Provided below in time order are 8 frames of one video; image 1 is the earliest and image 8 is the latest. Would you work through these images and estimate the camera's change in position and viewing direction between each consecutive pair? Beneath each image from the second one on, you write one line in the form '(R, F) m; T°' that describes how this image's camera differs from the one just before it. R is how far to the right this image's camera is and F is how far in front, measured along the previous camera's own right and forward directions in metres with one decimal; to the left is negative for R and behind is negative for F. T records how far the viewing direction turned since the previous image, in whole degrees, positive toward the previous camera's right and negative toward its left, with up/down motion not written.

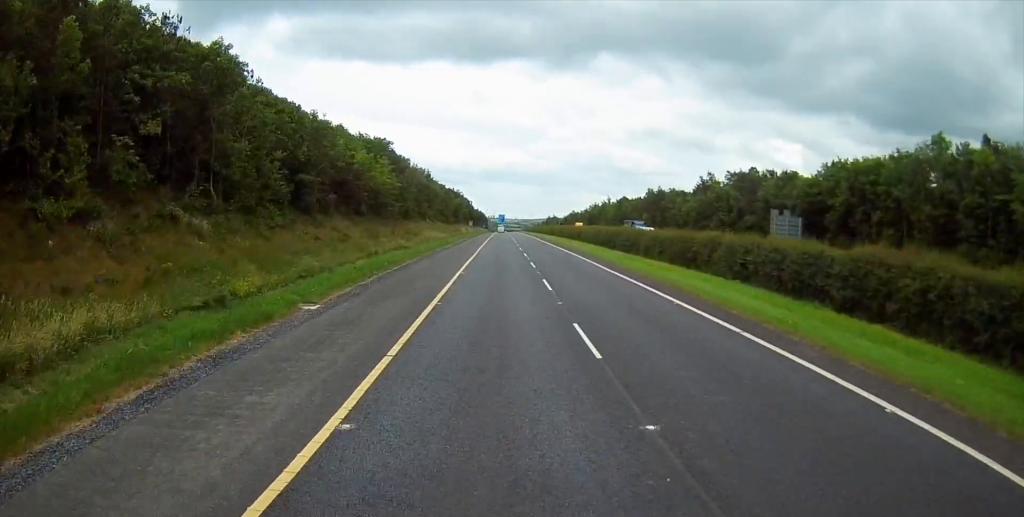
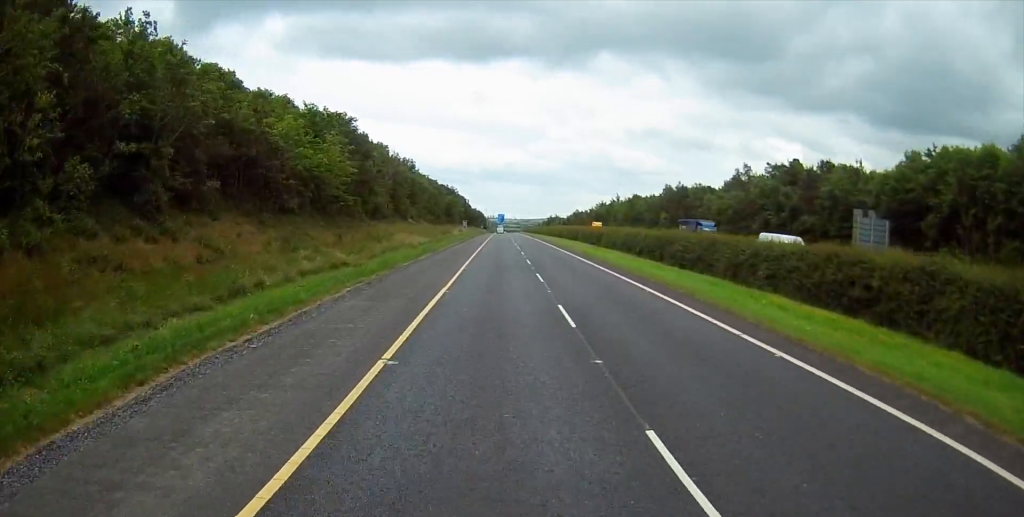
(+0.1, +20.0) m; 0°
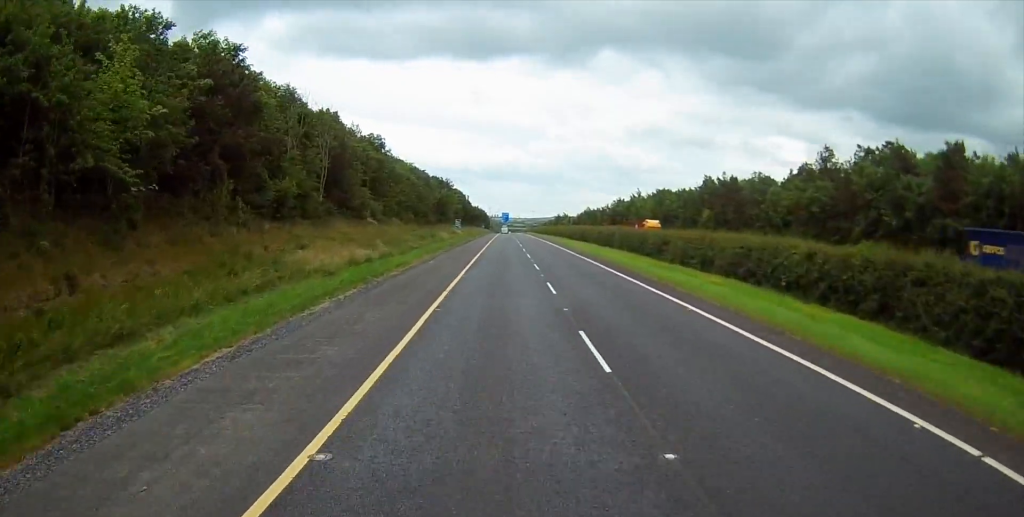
(0.0, +28.5) m; 0°
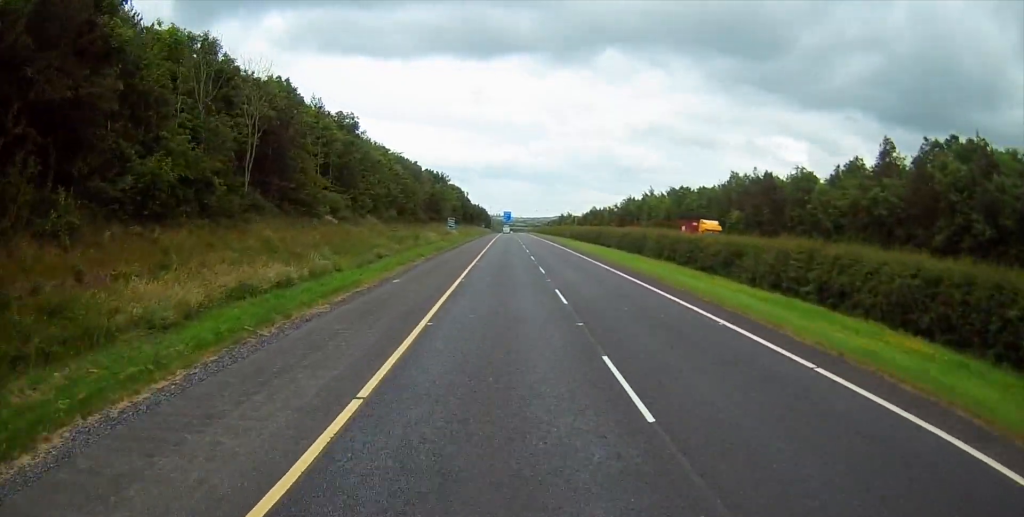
(-0.1, +14.7) m; 0°
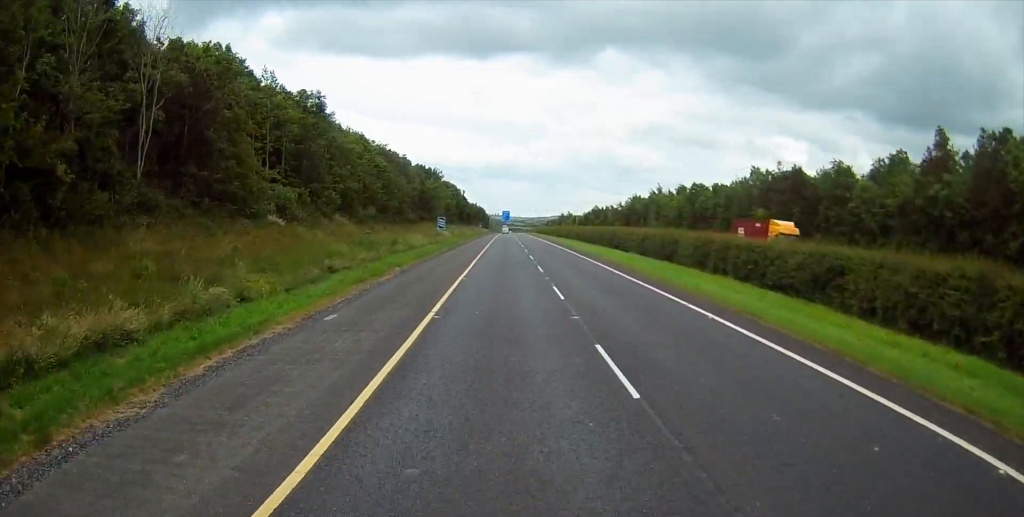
(-0.1, +10.8) m; 0°
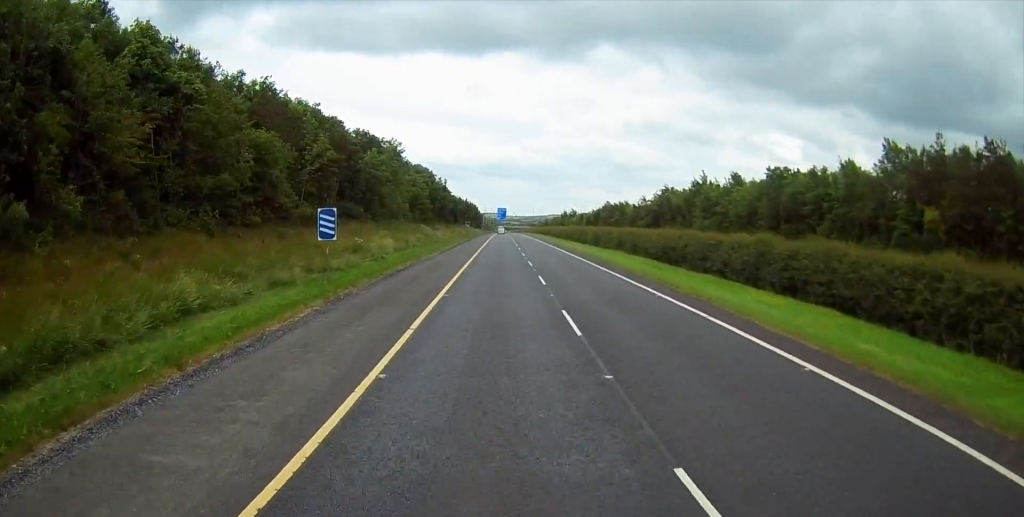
(+0.8, +42.6) m; +1°
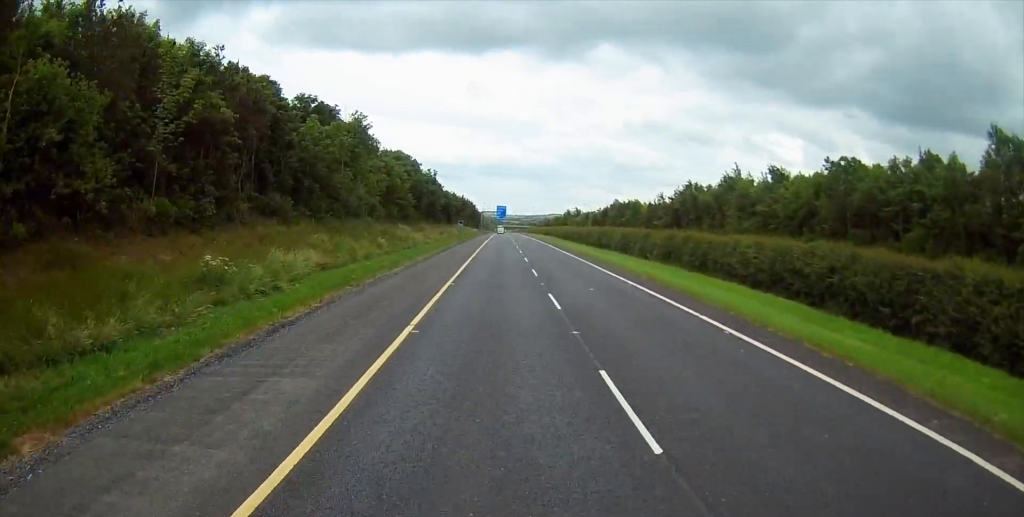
(-0.1, +19.5) m; -1°
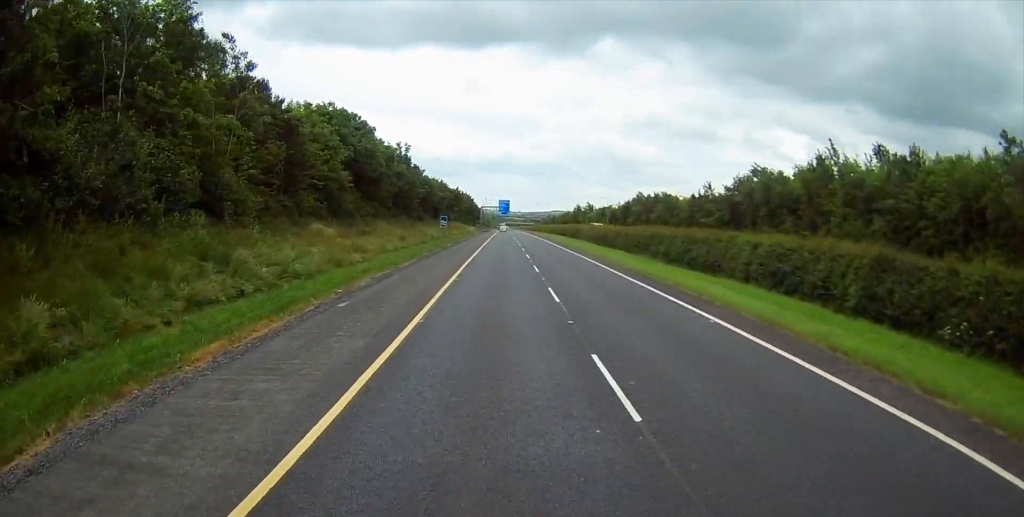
(-0.2, +34.9) m; +1°
